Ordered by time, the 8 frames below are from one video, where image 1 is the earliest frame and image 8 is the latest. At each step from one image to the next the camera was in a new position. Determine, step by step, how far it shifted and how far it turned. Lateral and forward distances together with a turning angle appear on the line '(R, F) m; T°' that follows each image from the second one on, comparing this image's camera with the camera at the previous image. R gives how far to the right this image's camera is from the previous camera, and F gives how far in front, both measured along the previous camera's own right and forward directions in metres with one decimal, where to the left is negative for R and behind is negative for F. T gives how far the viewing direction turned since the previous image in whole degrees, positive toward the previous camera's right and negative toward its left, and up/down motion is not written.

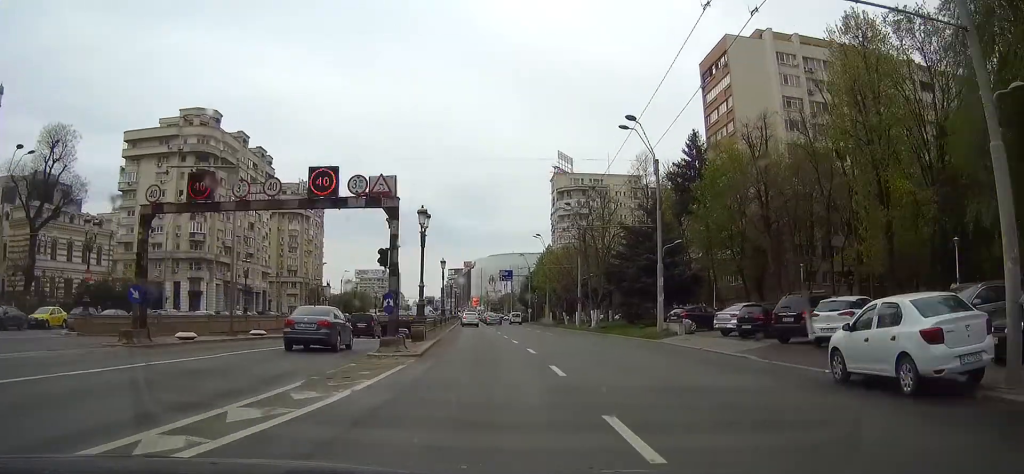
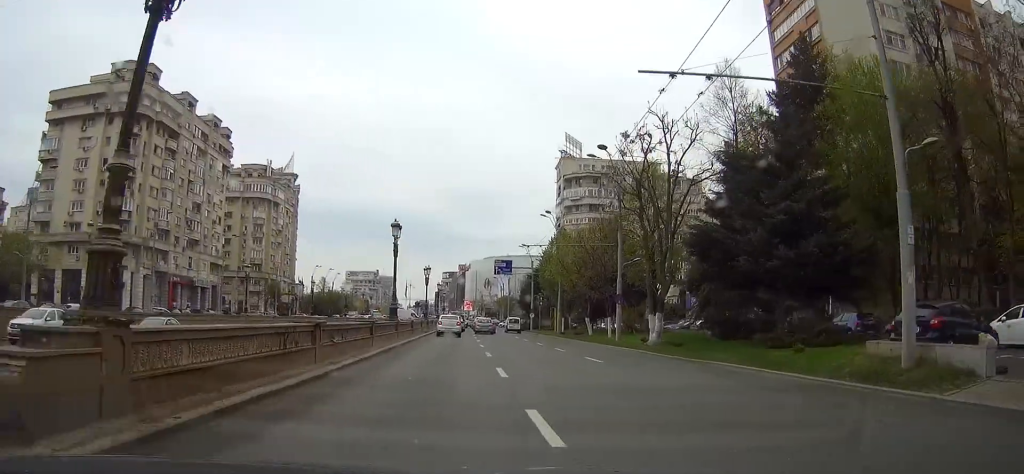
(+0.1, +24.9) m; 0°
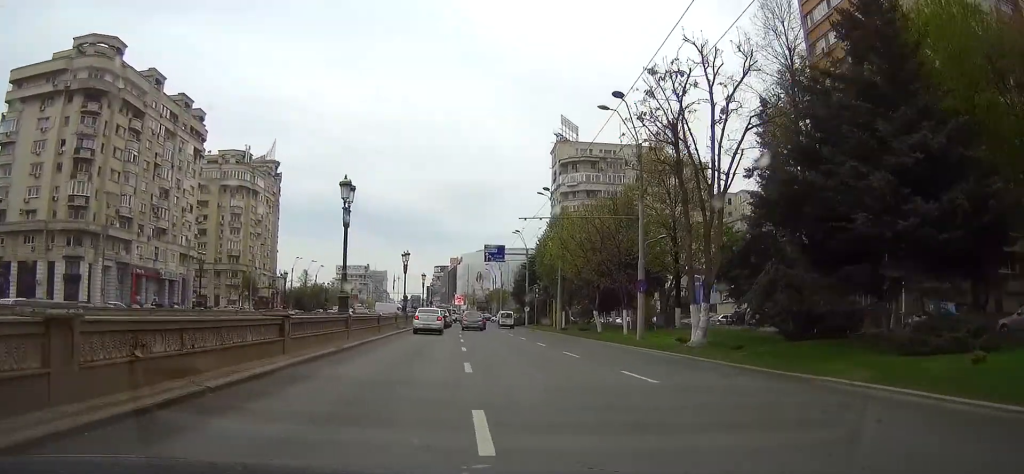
(-0.1, +9.4) m; 0°
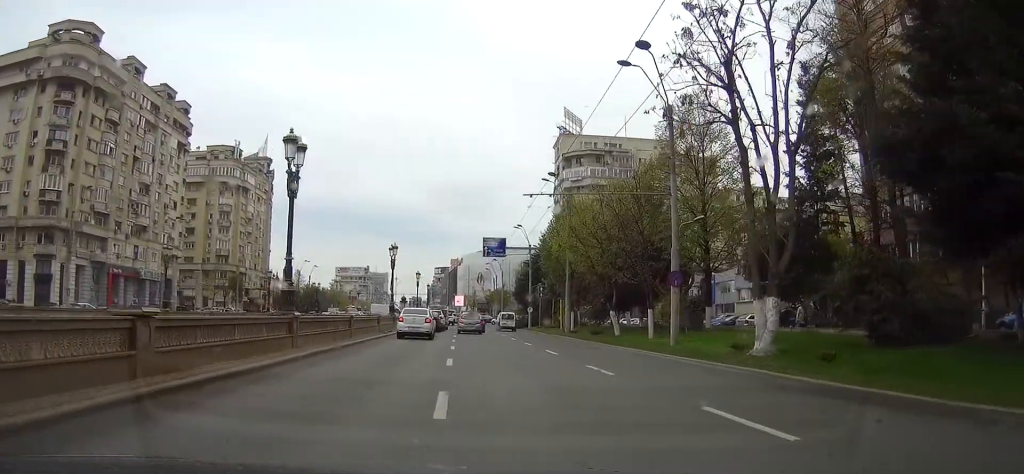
(0.0, +6.8) m; 0°
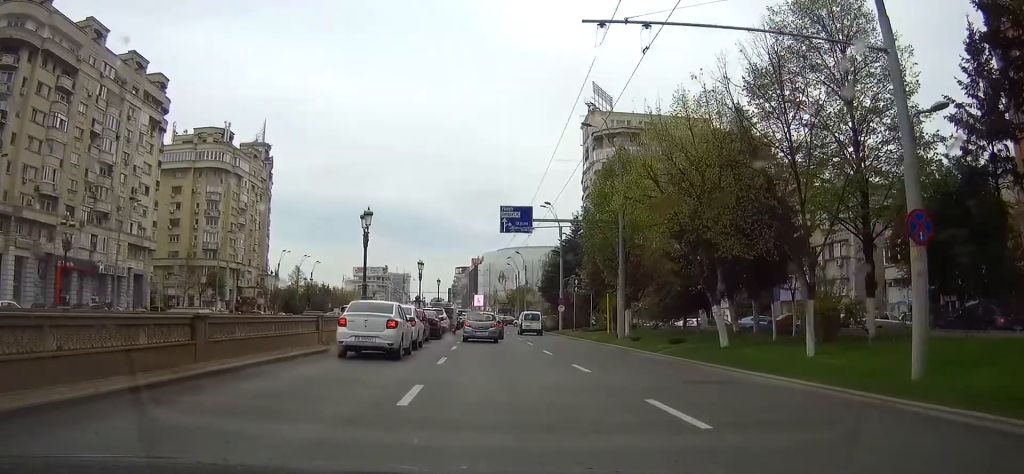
(-0.2, +17.0) m; -2°
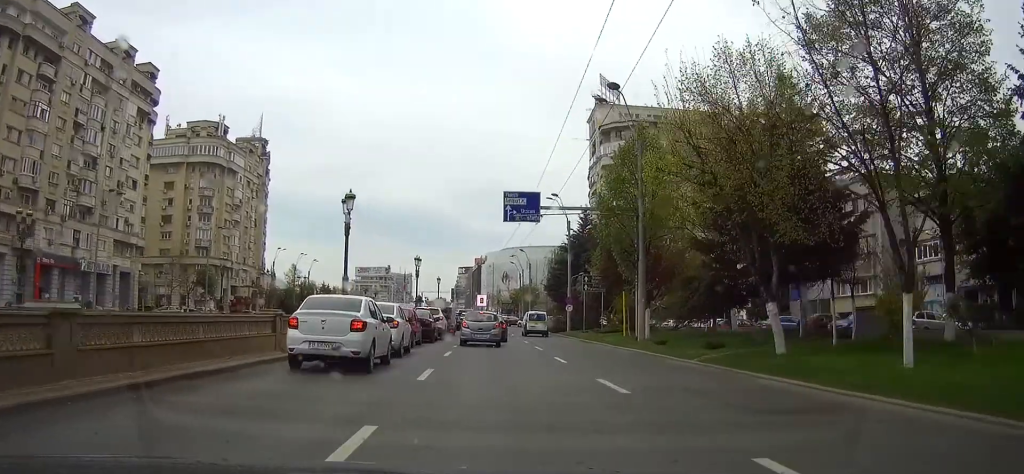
(0.0, +4.8) m; 0°
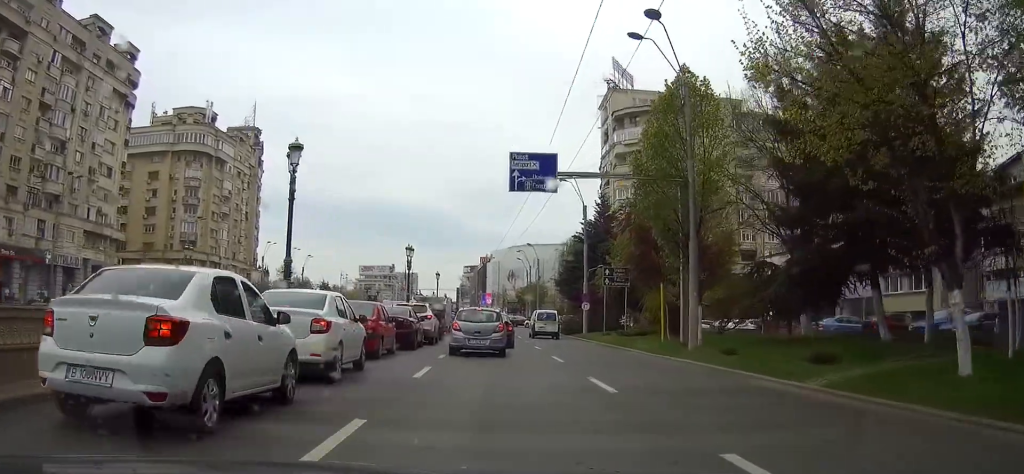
(0.0, +8.8) m; 0°
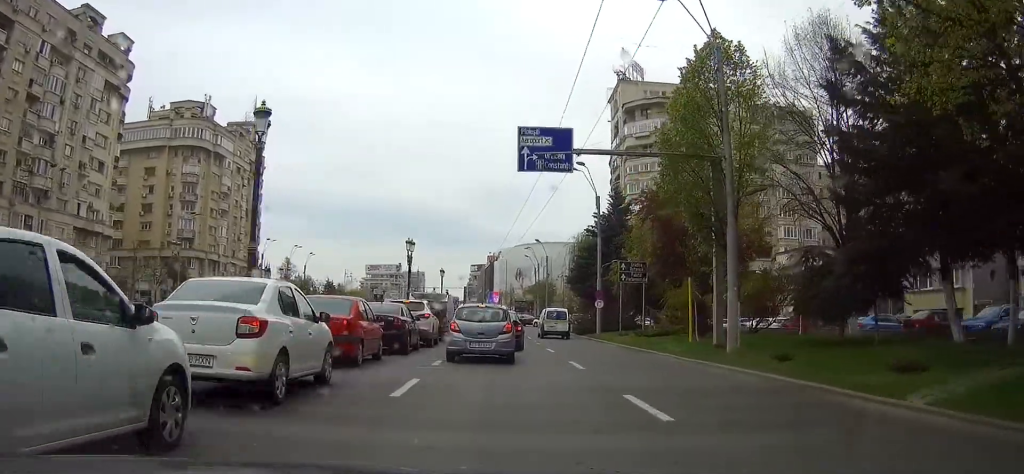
(0.0, +3.8) m; 0°
